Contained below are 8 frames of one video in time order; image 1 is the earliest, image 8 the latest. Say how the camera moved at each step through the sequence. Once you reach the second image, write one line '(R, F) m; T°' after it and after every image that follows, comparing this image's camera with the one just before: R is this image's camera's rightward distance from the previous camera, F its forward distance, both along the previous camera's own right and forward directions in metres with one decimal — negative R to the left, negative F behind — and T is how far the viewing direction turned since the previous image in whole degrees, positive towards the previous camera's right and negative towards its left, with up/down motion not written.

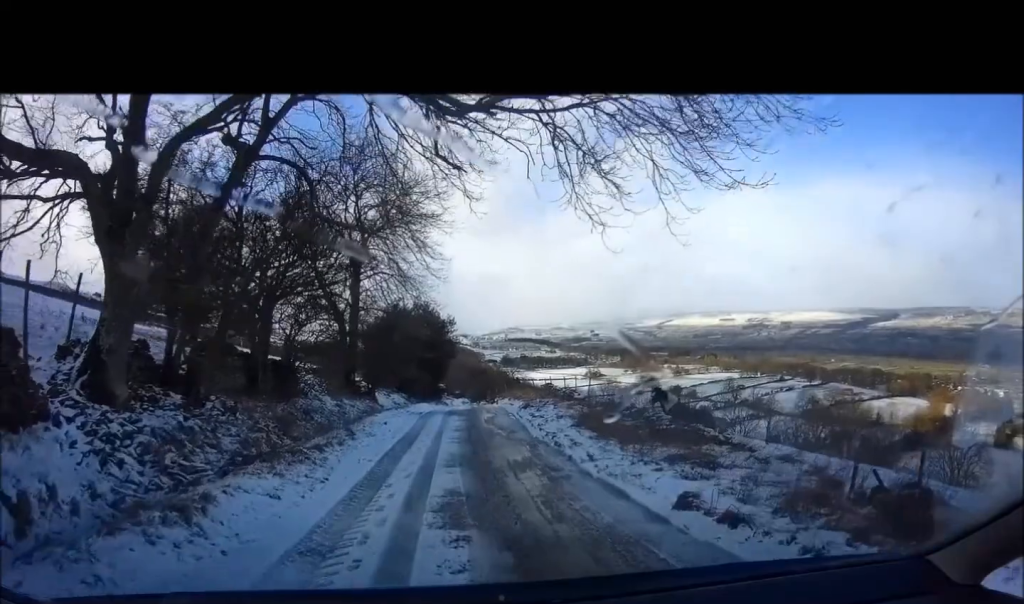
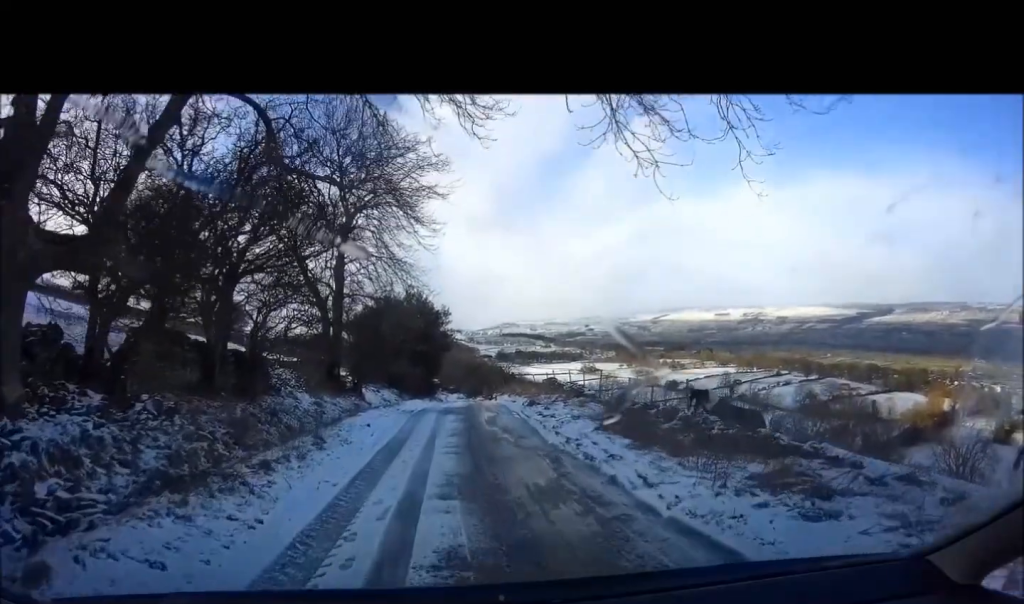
(-0.1, +2.9) m; -3°
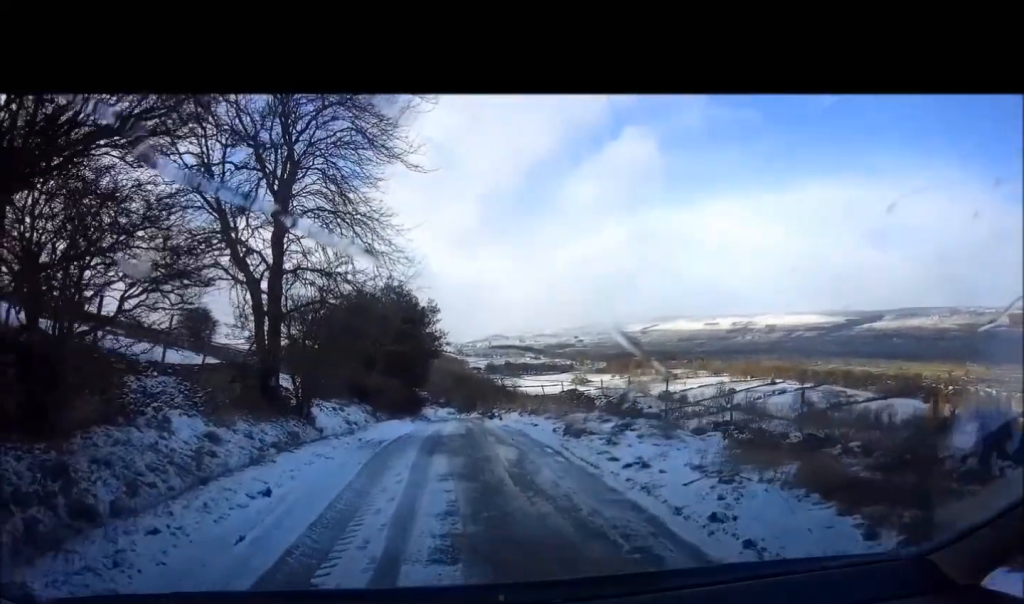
(+0.4, +8.3) m; +3°
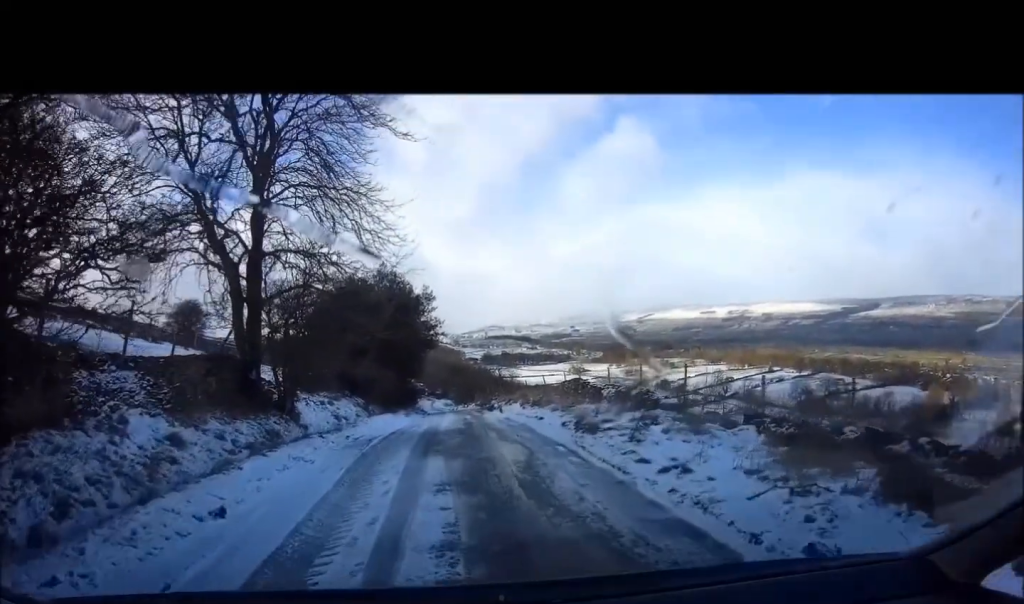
(-0.2, +1.6) m; 0°
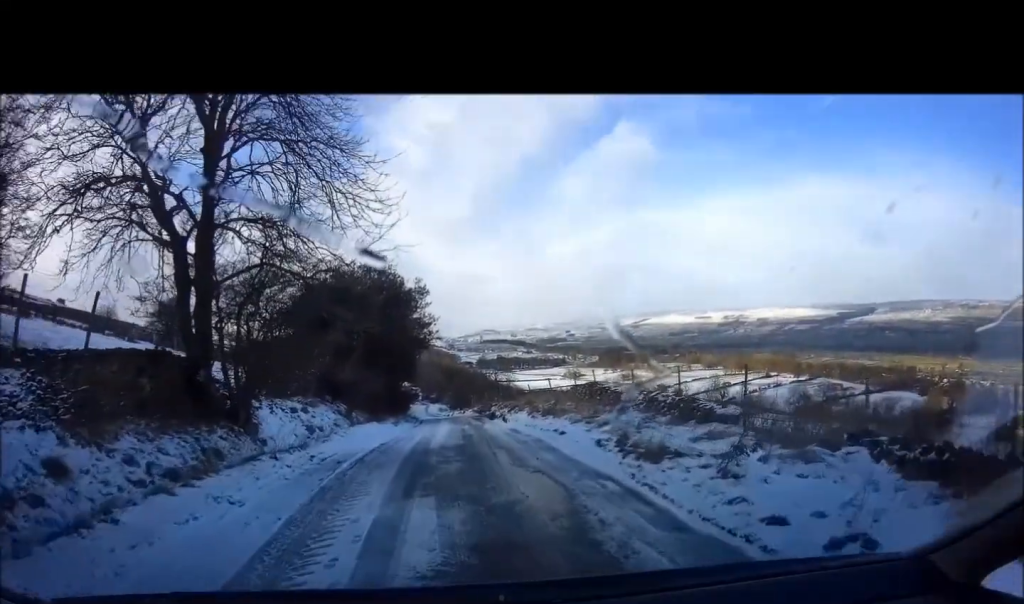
(0.0, +3.6) m; +1°
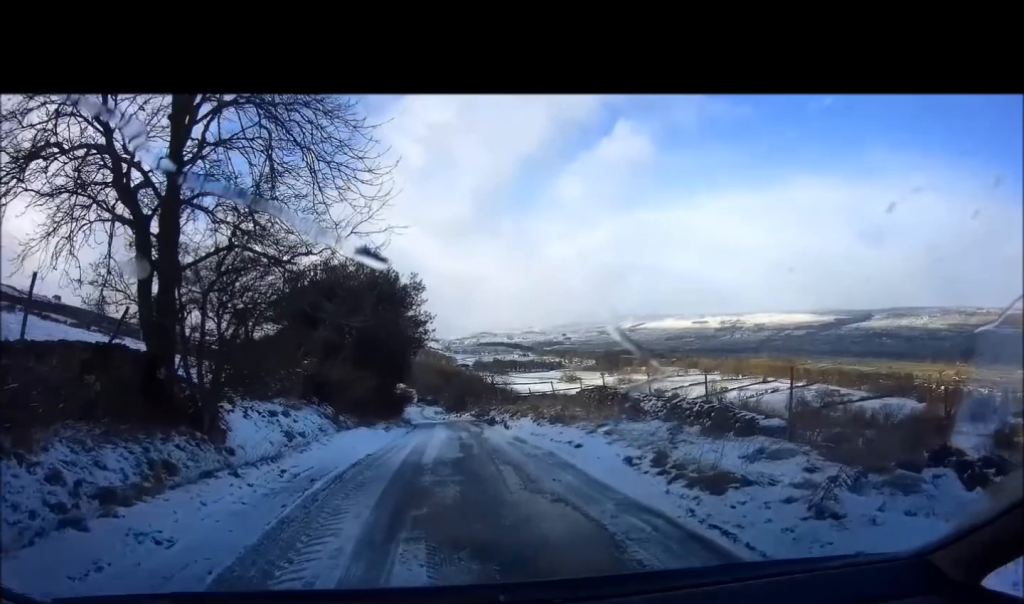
(+0.1, +1.9) m; 0°
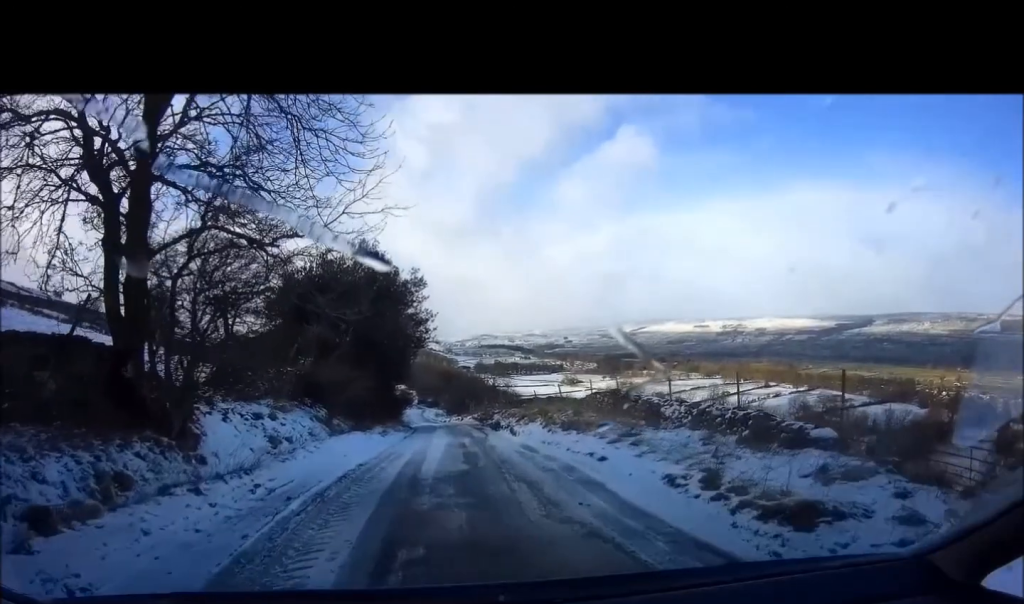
(-0.2, +1.5) m; -3°
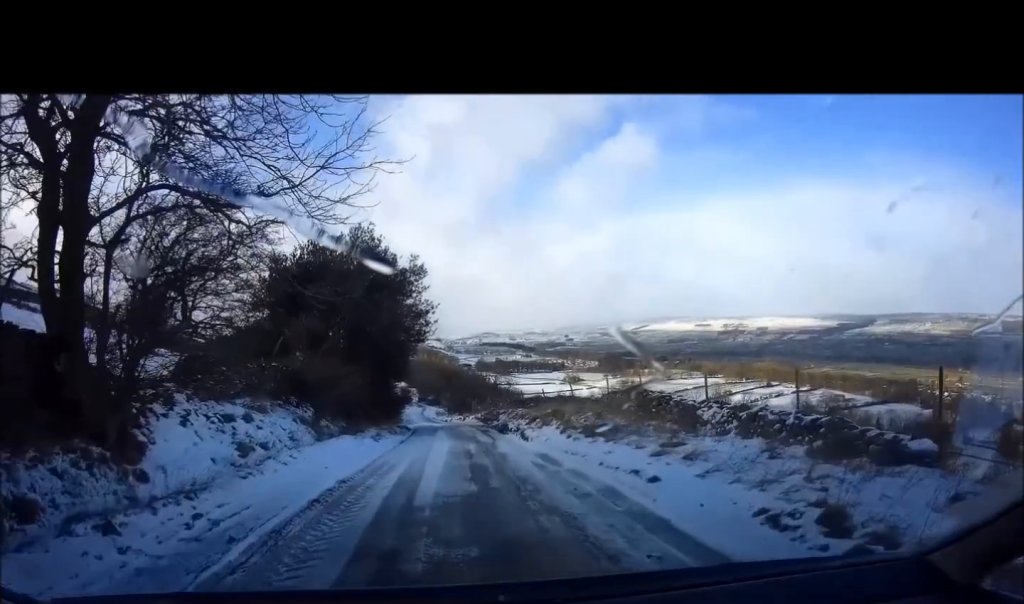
(-0.1, +2.3) m; -2°
